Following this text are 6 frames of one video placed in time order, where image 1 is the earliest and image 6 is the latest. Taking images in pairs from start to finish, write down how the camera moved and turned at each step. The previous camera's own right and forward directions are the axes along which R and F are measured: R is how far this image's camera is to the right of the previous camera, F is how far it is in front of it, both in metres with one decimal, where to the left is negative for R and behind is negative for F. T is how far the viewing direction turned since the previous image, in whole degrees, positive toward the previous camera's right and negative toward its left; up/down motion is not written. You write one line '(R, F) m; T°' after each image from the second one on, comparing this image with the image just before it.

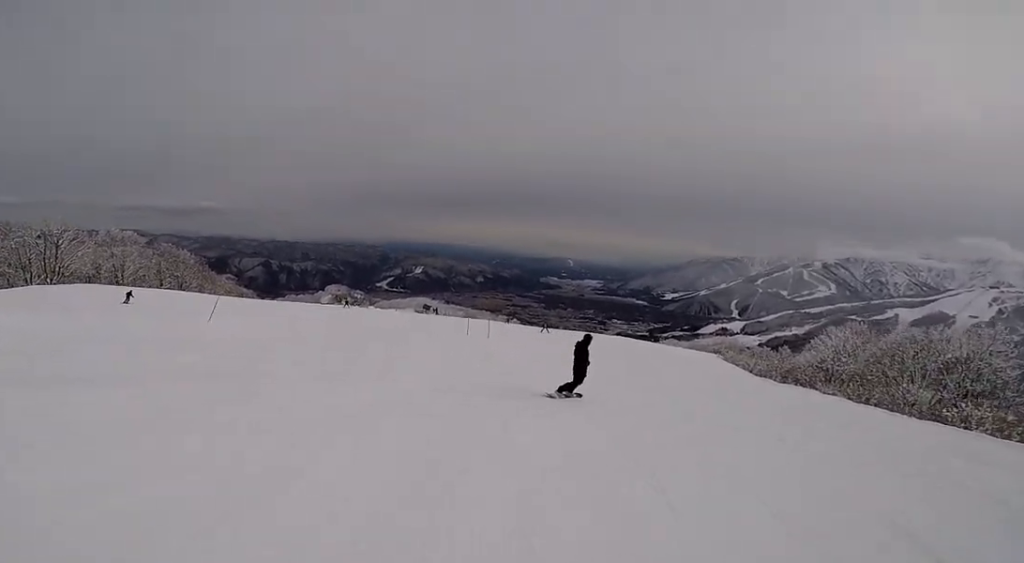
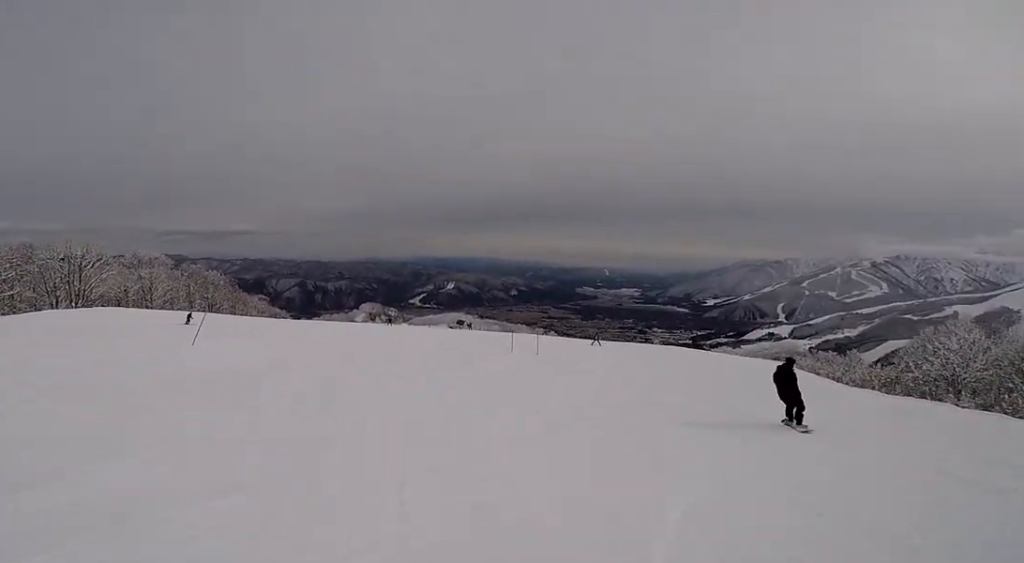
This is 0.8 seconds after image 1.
(+0.1, +5.0) m; -6°
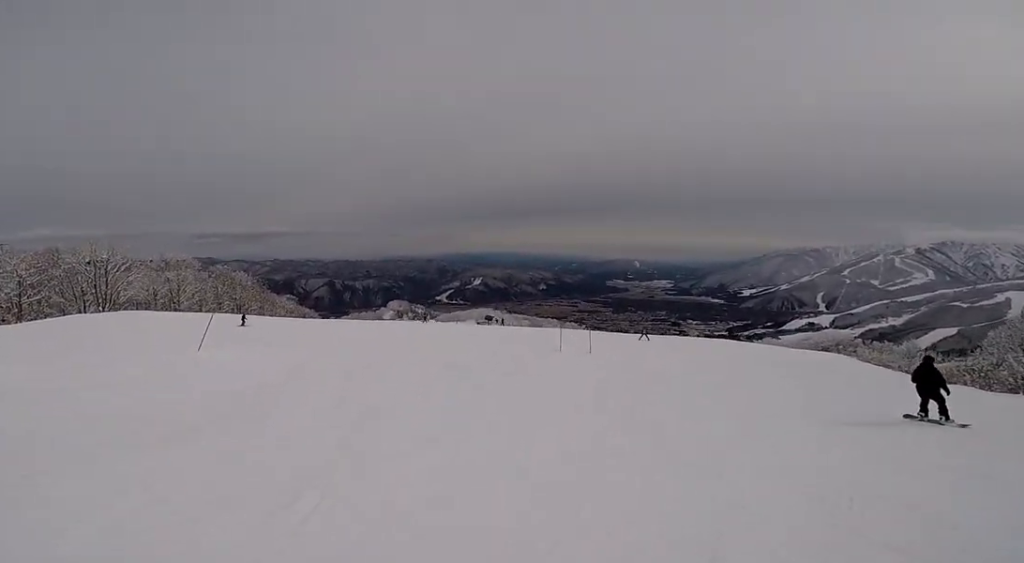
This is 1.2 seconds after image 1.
(-0.4, +2.8) m; -4°
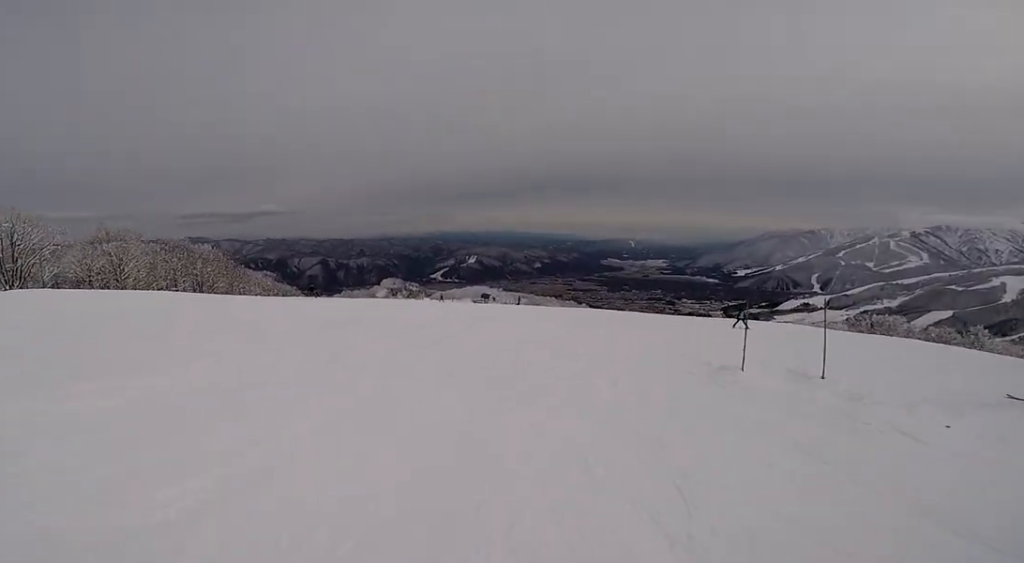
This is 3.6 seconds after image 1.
(+0.1, +15.7) m; +2°
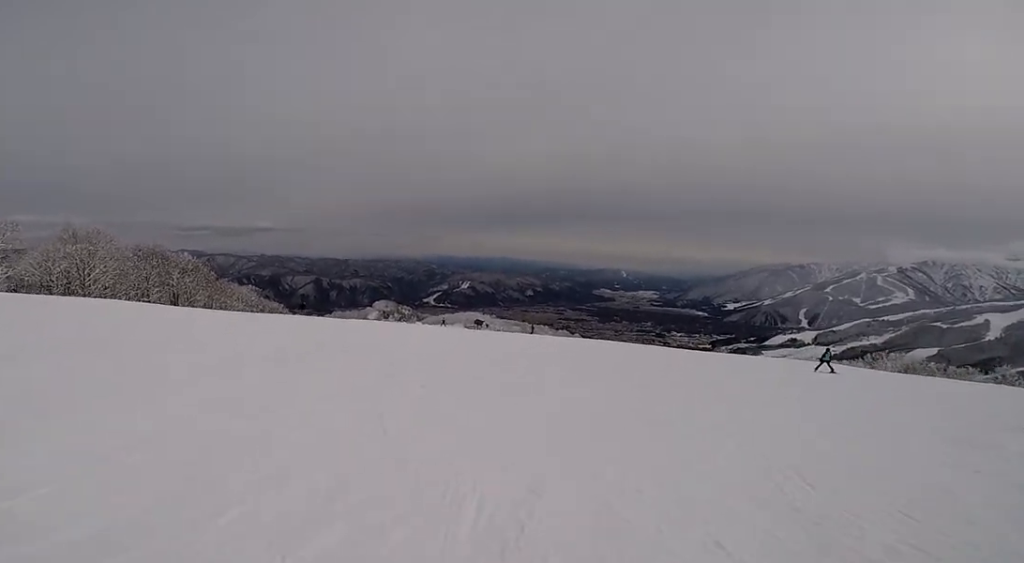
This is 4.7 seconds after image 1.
(-0.7, +8.0) m; -7°
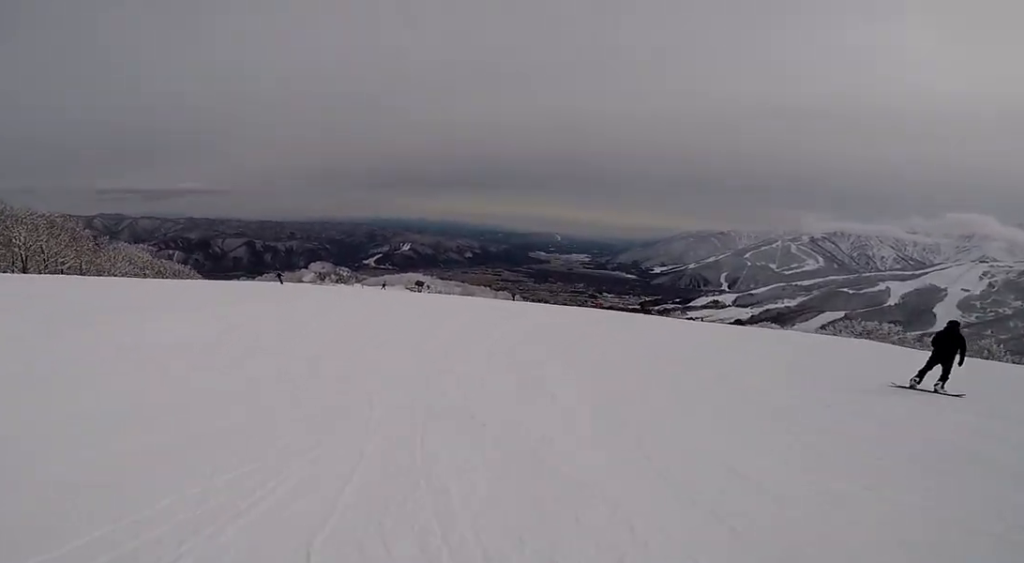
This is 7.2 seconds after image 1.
(+2.5, +17.5) m; +12°
